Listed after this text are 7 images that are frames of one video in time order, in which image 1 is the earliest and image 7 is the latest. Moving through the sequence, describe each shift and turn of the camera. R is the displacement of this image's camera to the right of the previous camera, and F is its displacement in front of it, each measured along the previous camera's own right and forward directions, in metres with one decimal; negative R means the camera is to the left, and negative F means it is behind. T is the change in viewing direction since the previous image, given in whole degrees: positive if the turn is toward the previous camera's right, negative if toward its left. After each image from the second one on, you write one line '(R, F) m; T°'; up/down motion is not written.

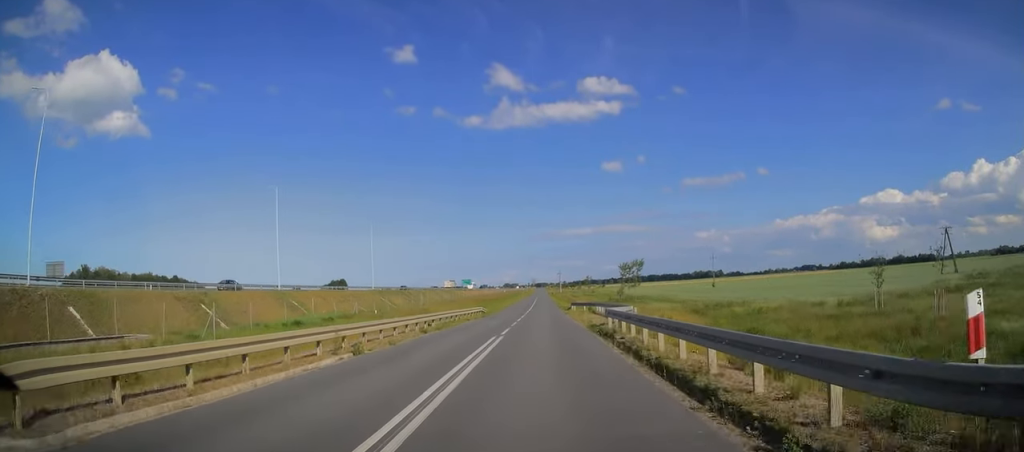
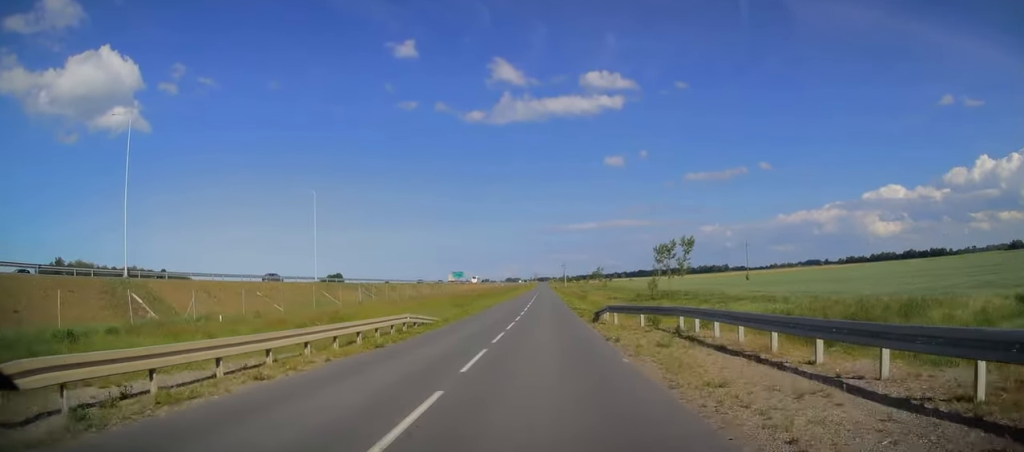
(-0.2, +29.0) m; 0°
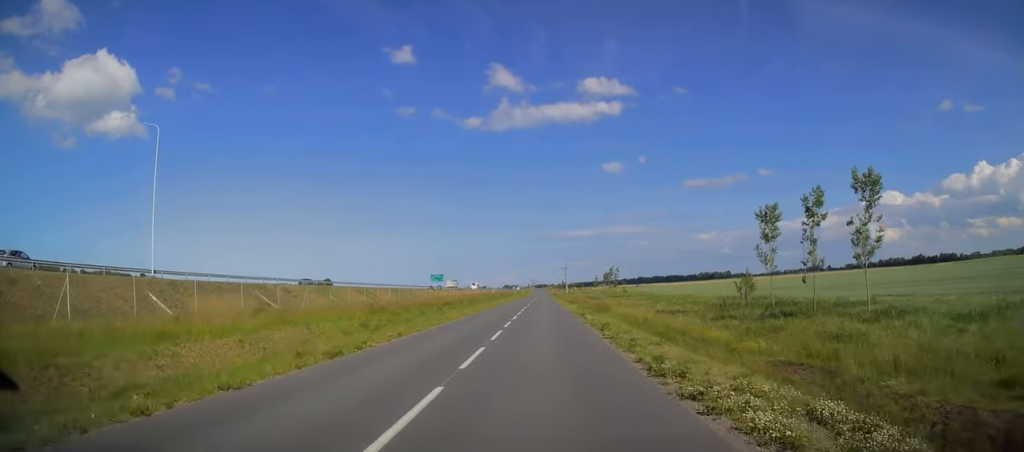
(0.0, +36.0) m; +1°
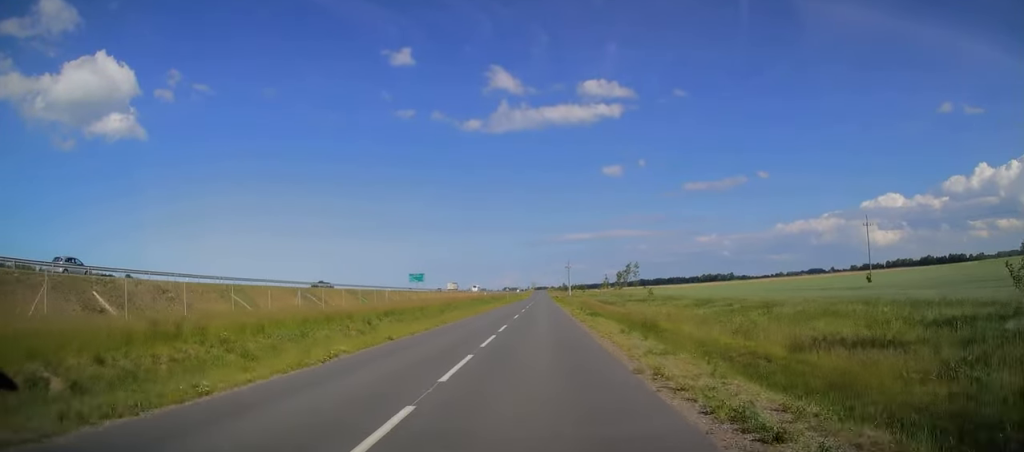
(+0.3, +25.6) m; 0°
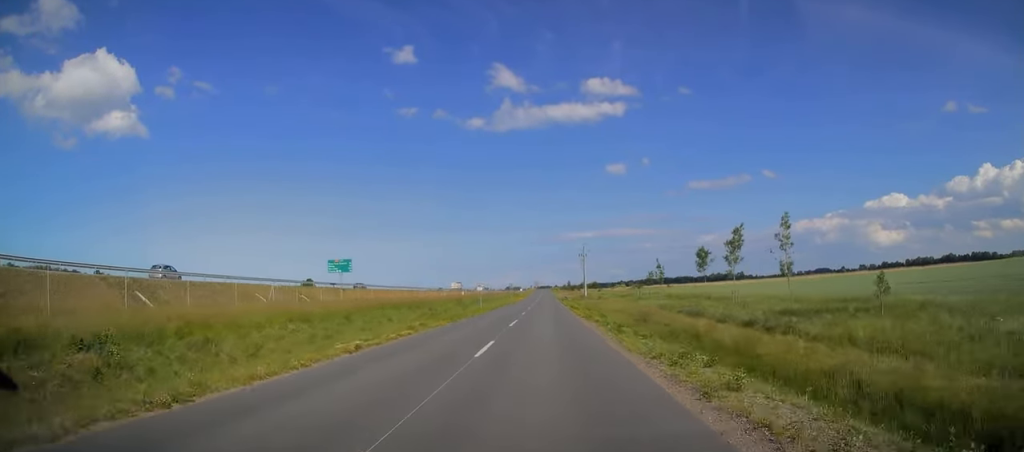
(-0.3, +55.5) m; 0°
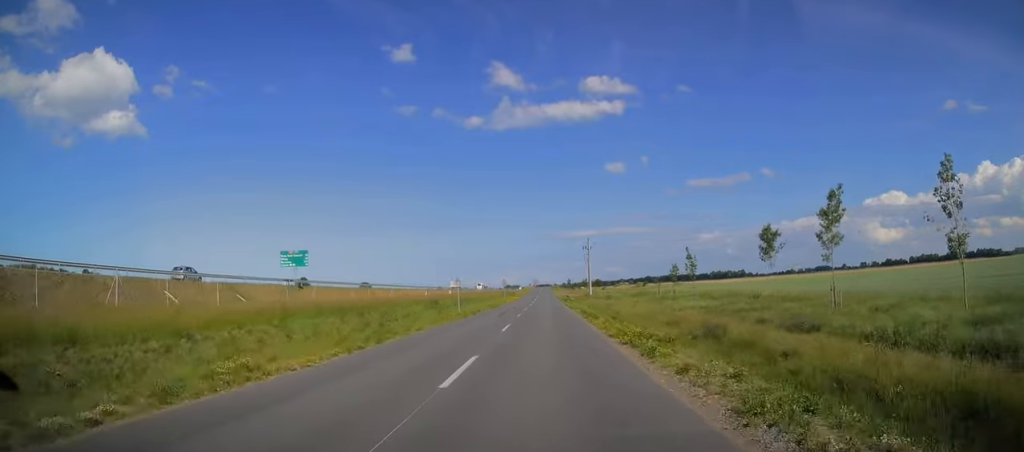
(+0.1, +15.9) m; -1°
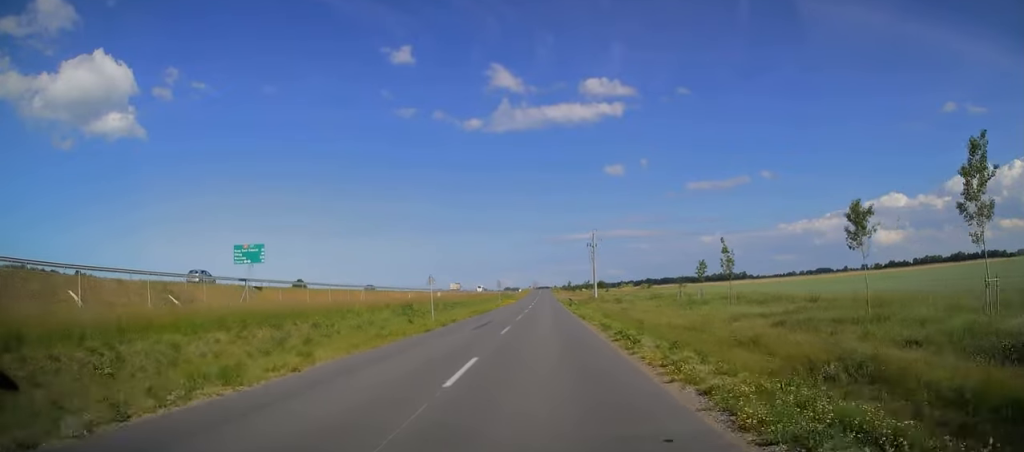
(-0.2, +11.5) m; 0°
